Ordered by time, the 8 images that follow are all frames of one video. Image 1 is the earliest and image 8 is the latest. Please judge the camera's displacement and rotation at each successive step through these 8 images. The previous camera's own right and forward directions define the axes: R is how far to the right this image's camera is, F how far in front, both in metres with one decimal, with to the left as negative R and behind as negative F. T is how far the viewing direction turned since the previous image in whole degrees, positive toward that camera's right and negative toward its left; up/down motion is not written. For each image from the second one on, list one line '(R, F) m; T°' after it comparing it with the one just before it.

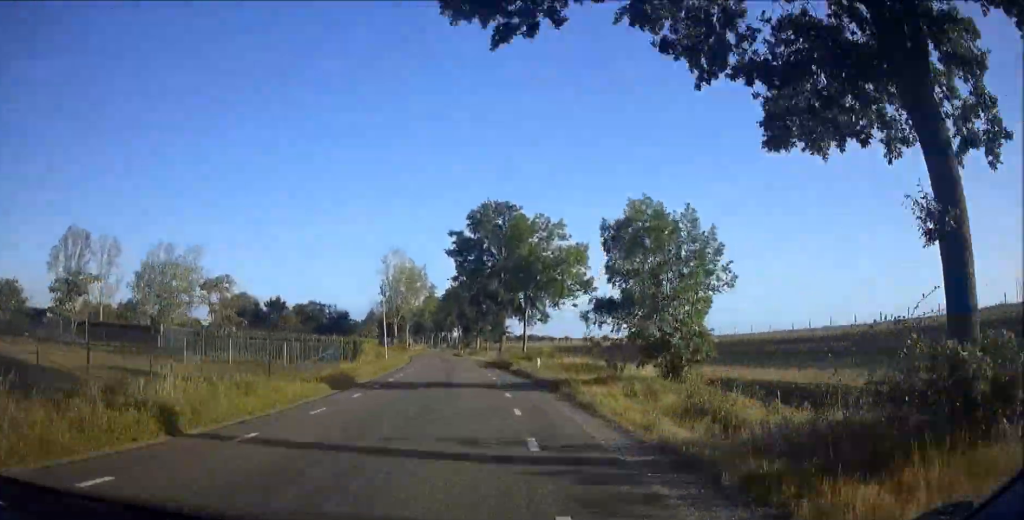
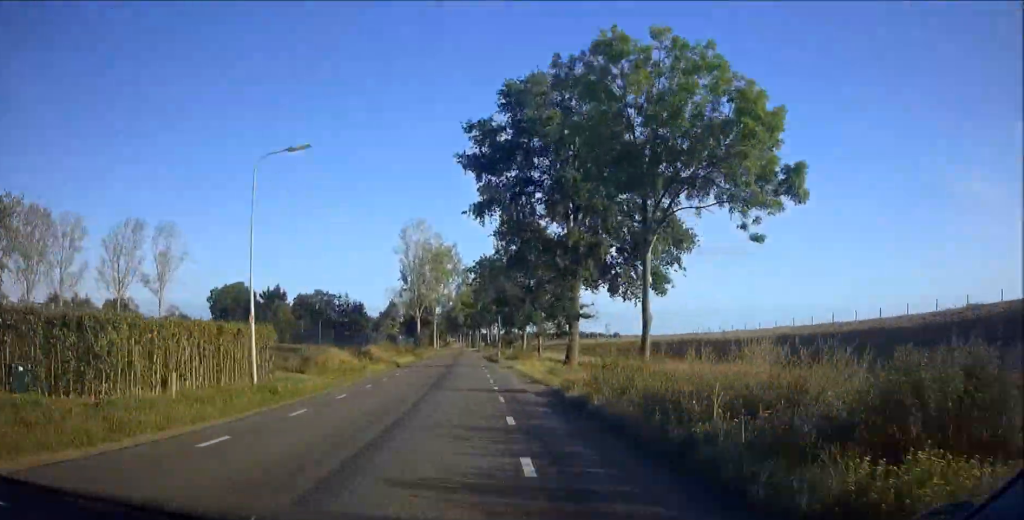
(-1.1, +32.8) m; -3°
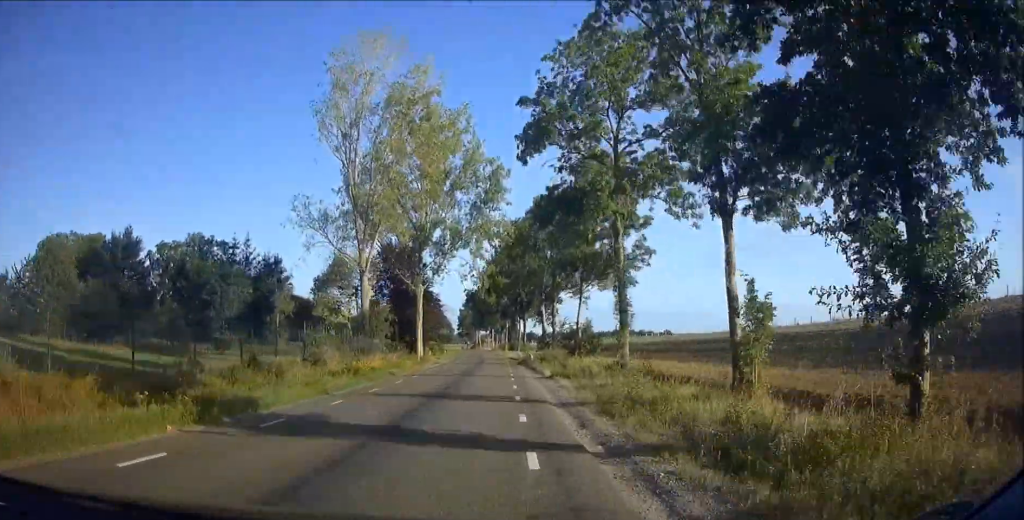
(-2.5, +73.1) m; -3°
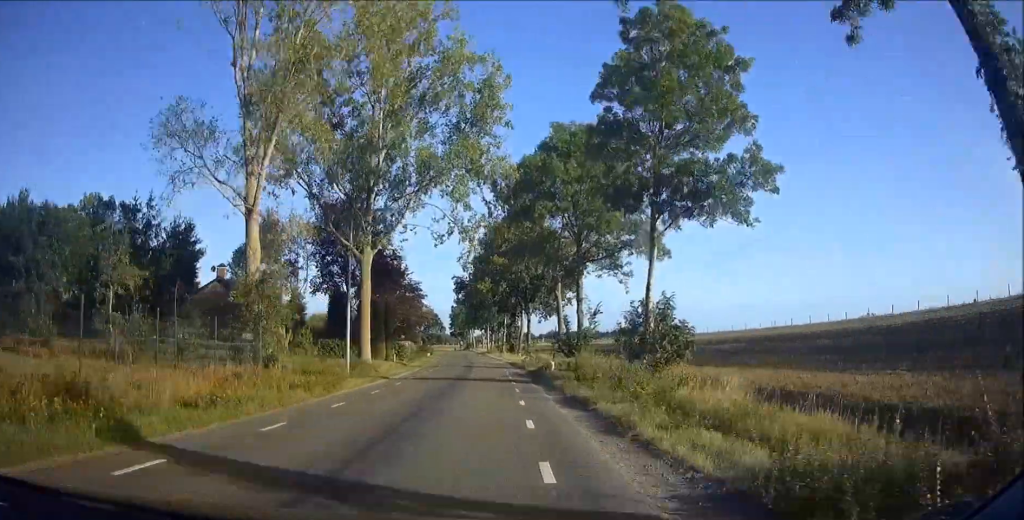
(-0.1, +19.7) m; -1°
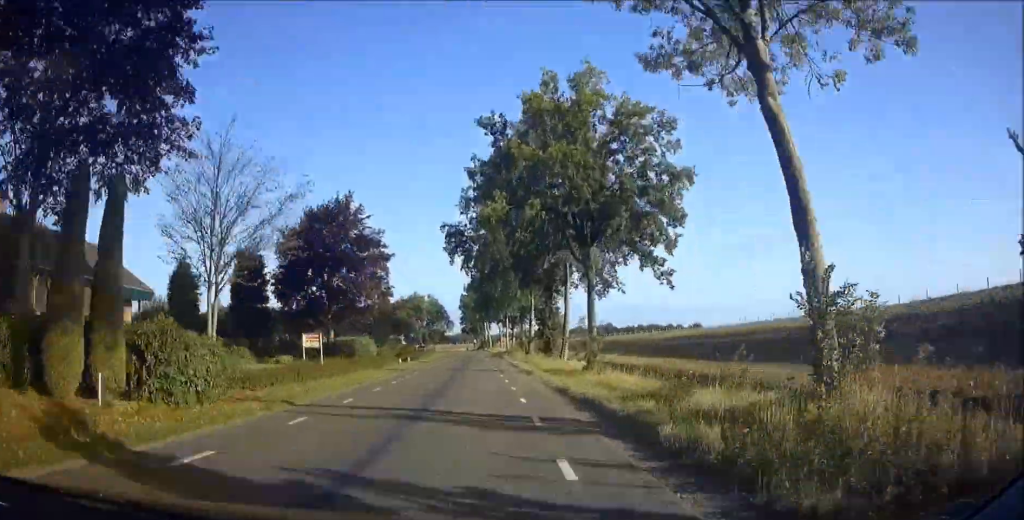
(-0.1, +34.5) m; -1°
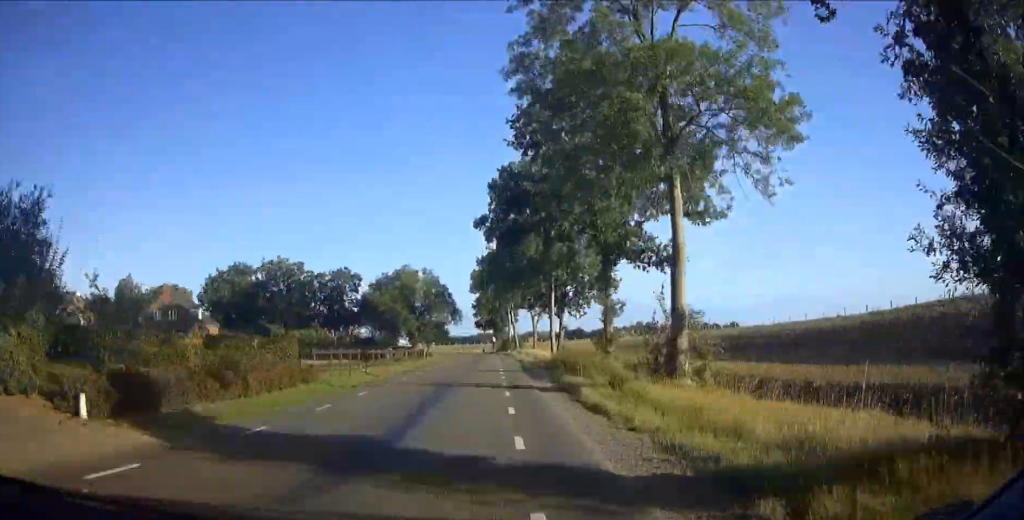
(-0.9, +43.4) m; -2°
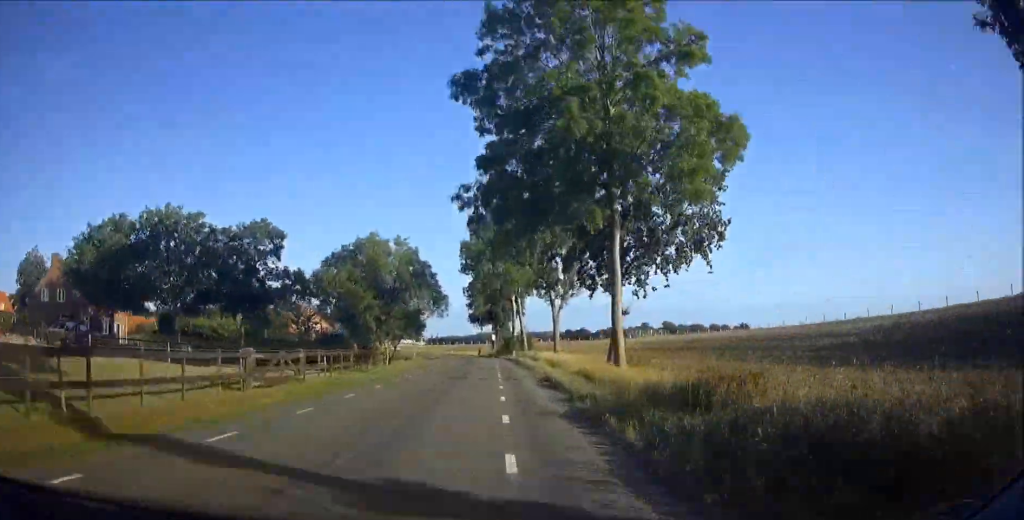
(0.0, +23.9) m; -1°
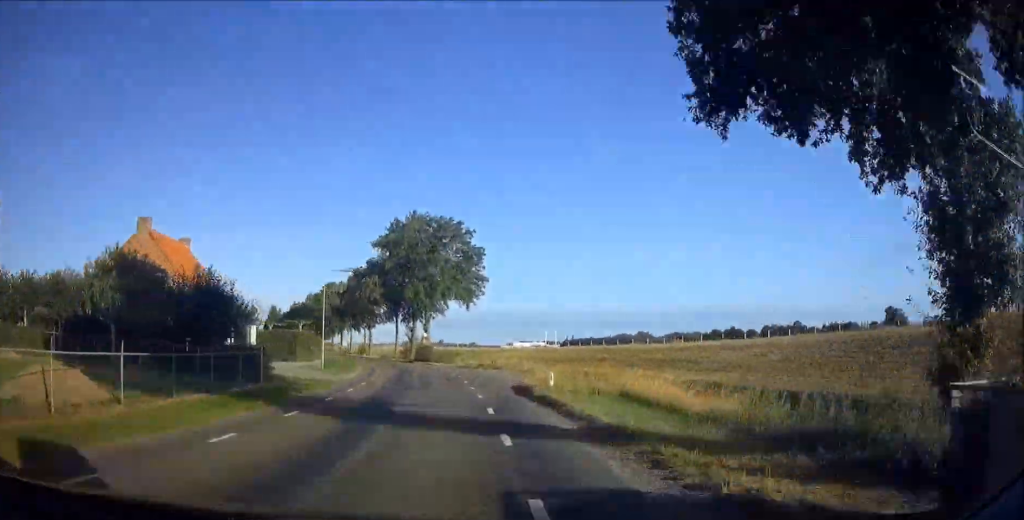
(-8.9, +80.2) m; -17°
